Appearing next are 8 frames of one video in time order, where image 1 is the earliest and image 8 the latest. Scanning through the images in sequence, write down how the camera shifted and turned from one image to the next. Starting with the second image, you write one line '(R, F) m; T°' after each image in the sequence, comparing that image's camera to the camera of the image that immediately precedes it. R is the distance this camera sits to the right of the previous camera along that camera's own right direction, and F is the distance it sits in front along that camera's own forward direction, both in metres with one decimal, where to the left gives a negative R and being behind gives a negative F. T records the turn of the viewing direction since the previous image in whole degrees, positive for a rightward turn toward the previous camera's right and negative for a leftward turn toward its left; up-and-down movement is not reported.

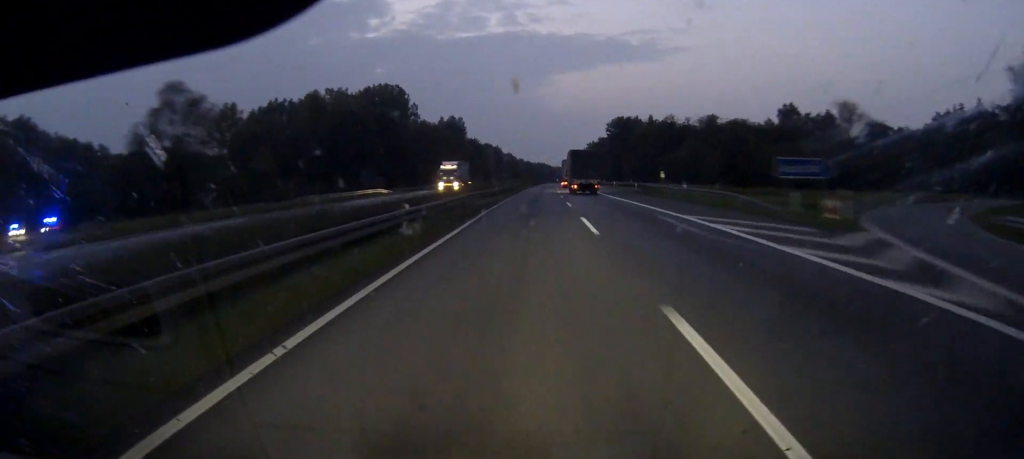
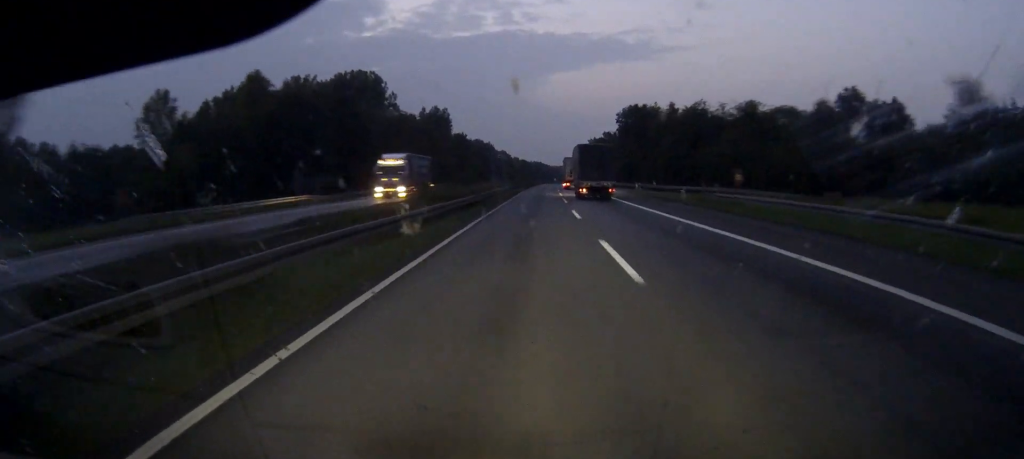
(+0.1, +26.1) m; 0°
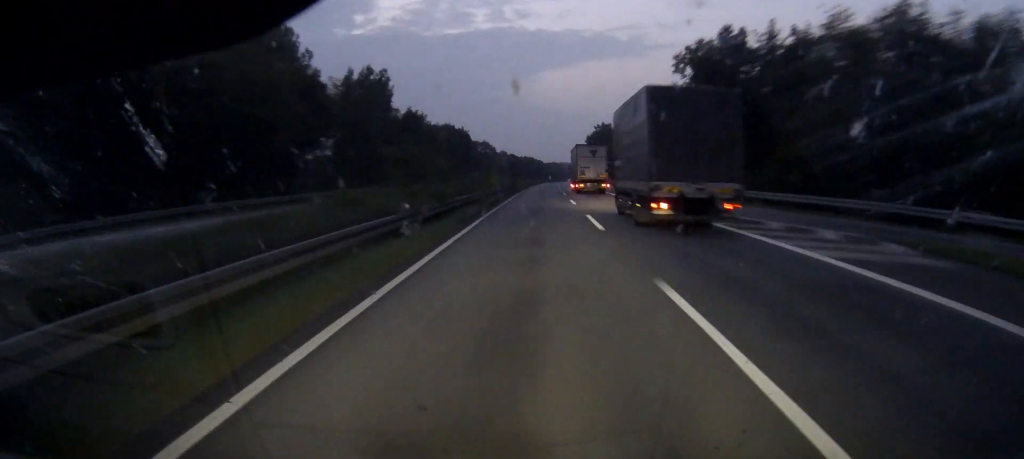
(+0.4, +62.0) m; +1°
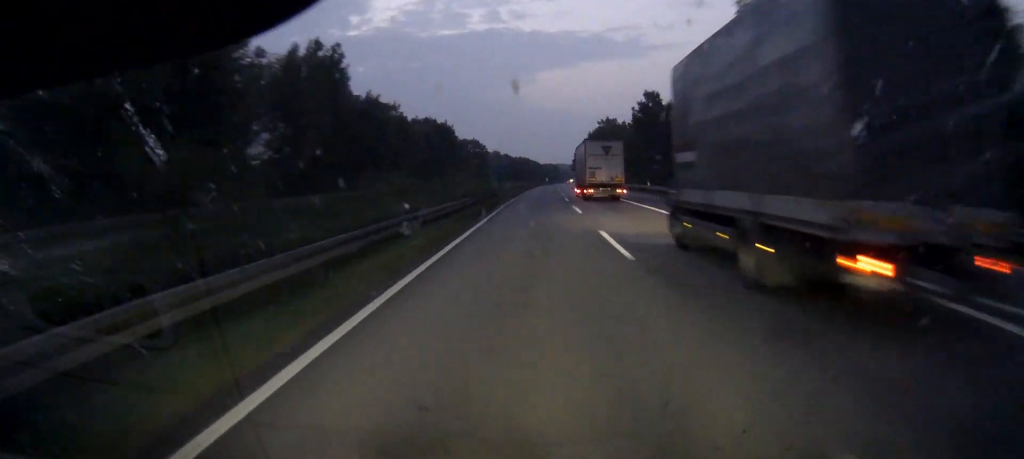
(0.0, +24.7) m; 0°
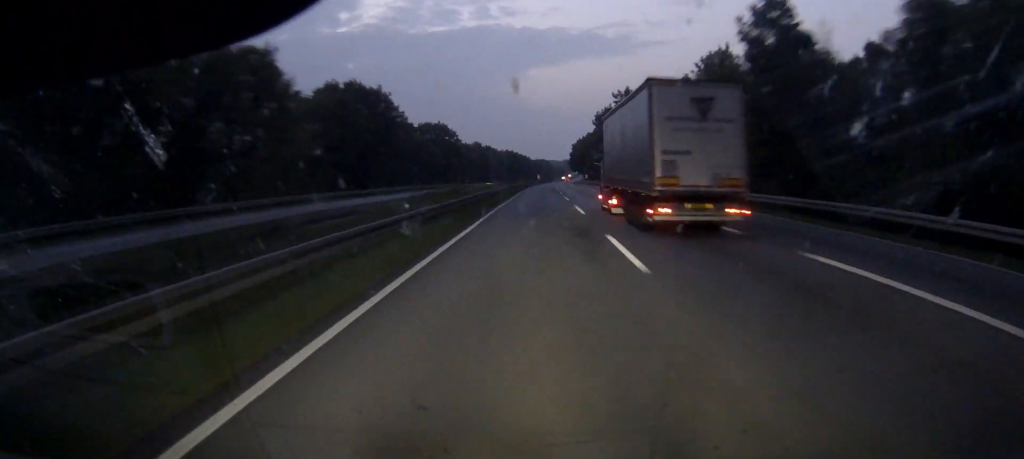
(+0.3, +56.2) m; +1°
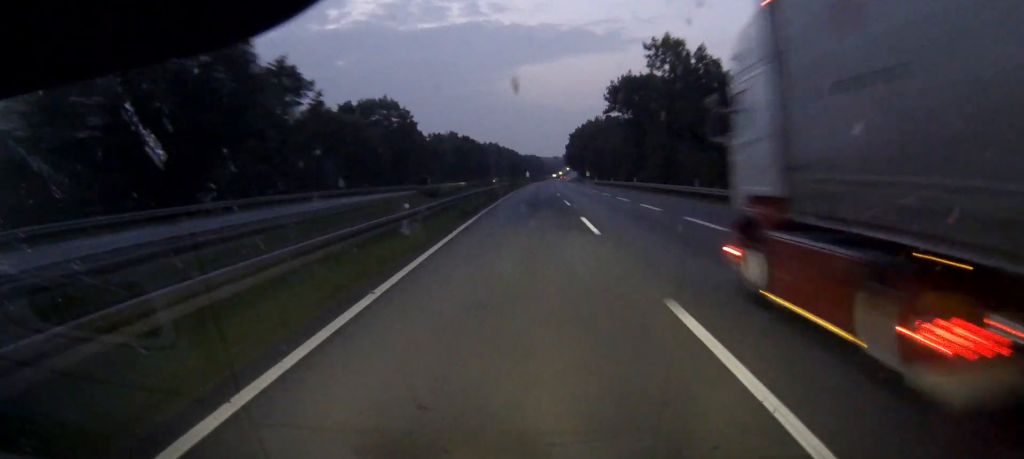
(+0.2, +46.8) m; 0°
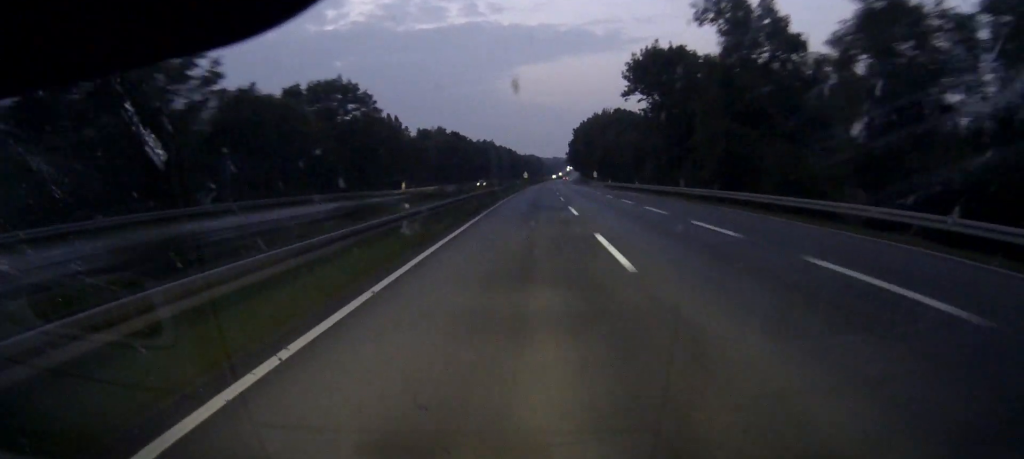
(0.0, +25.2) m; 0°
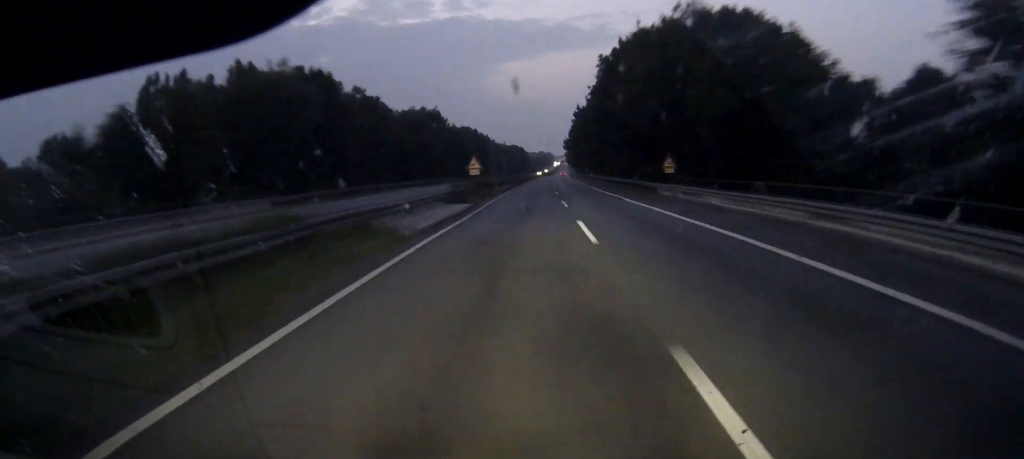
(+1.0, +103.7) m; +1°
